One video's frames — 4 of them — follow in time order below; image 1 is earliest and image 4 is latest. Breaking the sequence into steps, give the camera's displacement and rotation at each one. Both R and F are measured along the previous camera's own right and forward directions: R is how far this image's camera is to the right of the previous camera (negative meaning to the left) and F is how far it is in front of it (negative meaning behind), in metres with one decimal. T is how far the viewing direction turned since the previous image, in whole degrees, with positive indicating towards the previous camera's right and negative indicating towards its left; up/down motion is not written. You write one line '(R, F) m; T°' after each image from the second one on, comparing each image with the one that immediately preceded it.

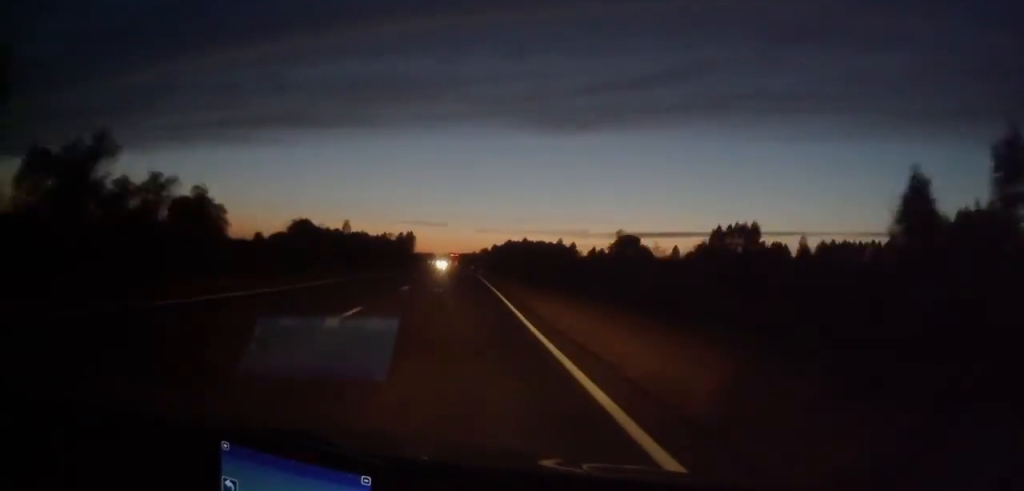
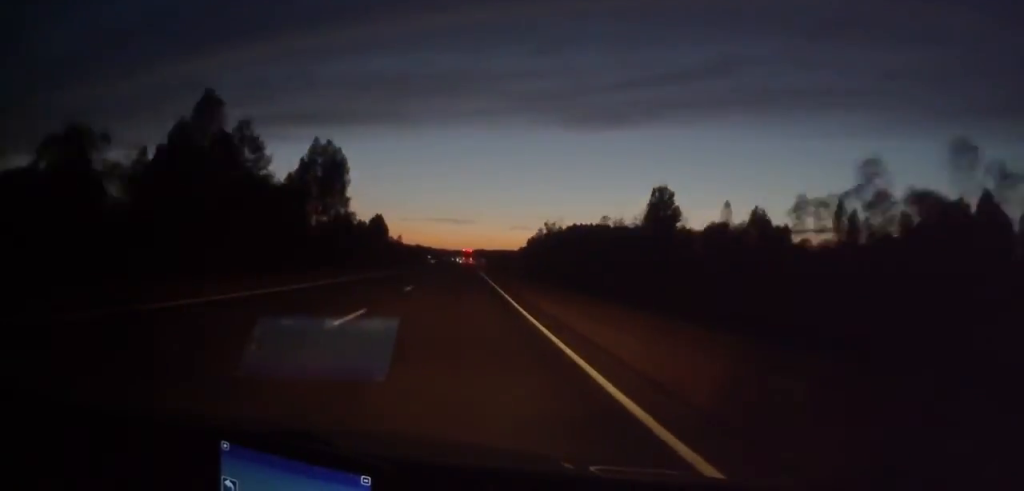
(-5.5, +238.9) m; -2°
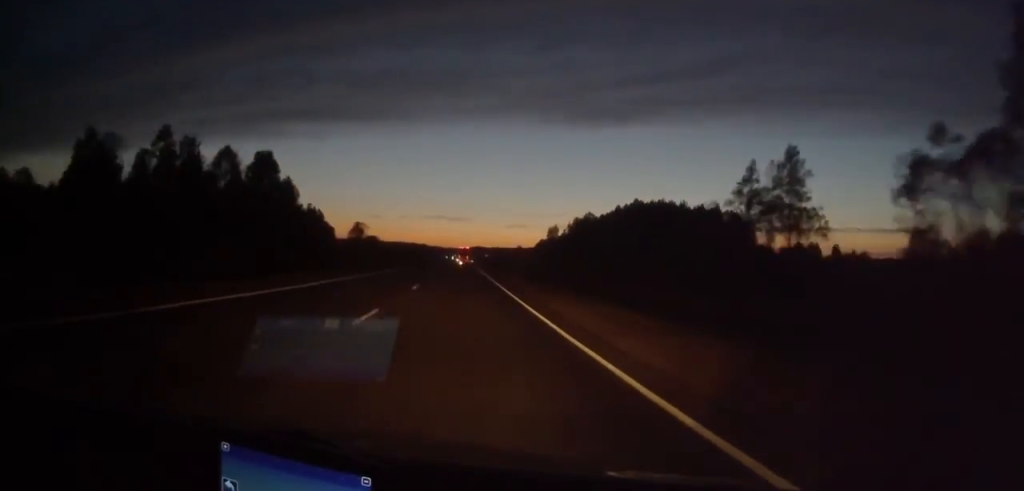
(-0.9, +131.3) m; 0°
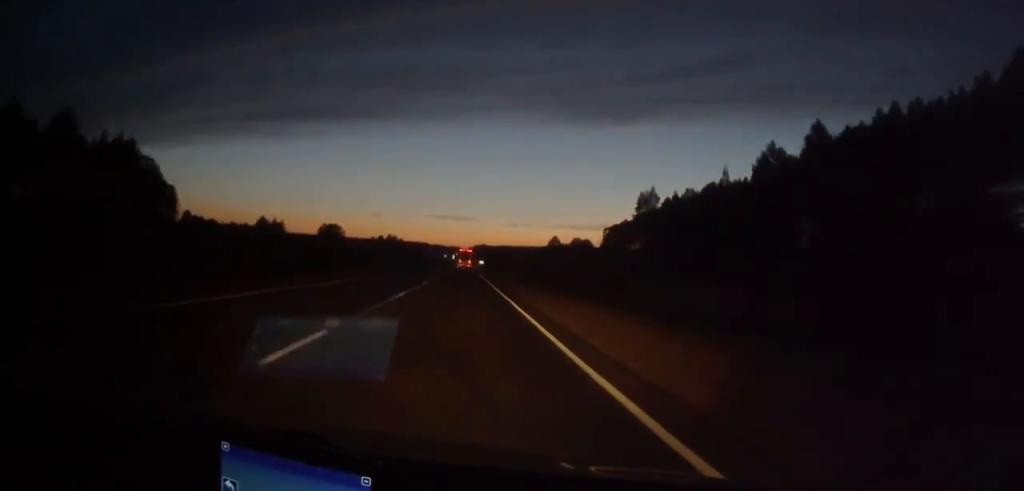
(+0.4, +193.0) m; 0°
